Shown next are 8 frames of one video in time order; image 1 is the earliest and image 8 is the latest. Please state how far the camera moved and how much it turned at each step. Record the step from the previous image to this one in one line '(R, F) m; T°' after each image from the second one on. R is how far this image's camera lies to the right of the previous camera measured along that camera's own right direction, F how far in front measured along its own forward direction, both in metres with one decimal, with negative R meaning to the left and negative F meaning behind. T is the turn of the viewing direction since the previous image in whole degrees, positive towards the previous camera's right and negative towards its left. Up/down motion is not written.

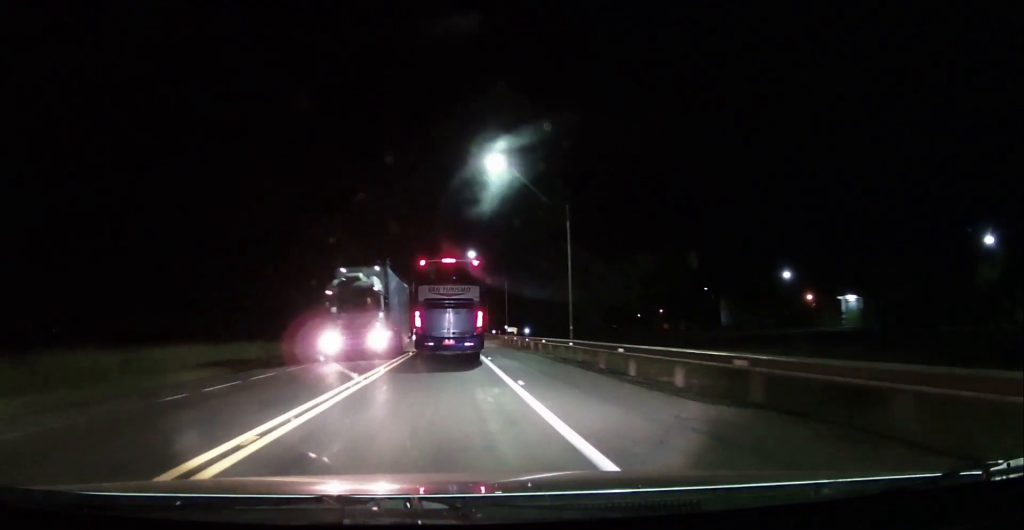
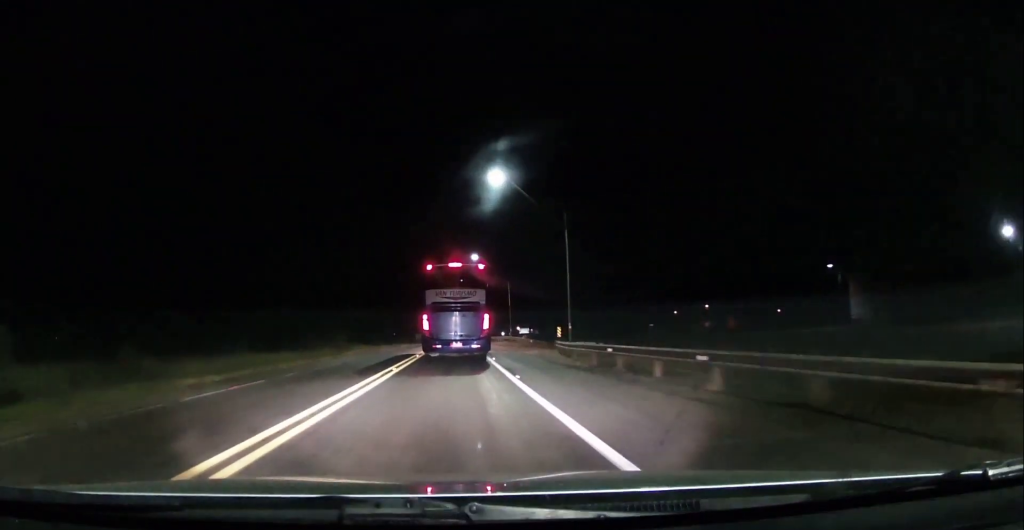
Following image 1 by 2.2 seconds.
(+0.4, +37.4) m; -1°
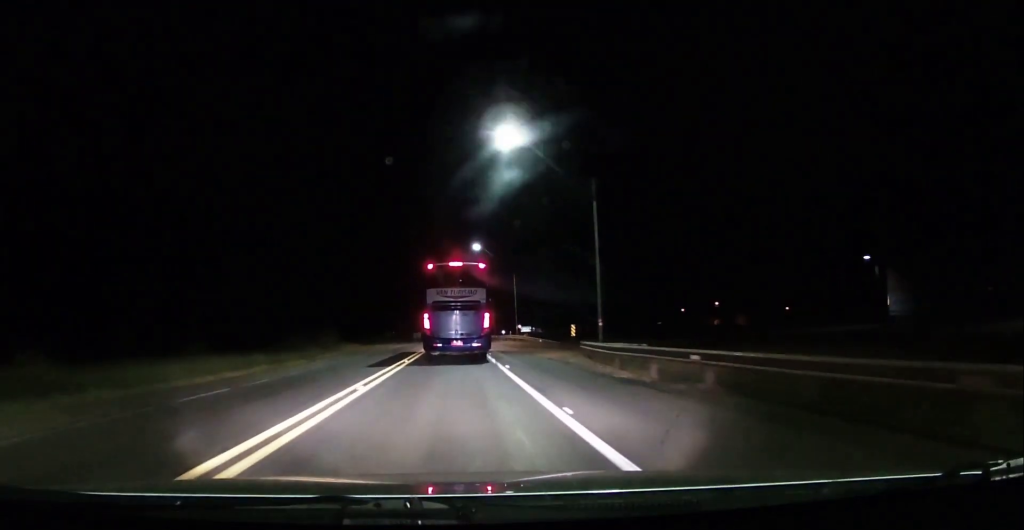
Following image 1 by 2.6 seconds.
(0.0, +7.5) m; 0°
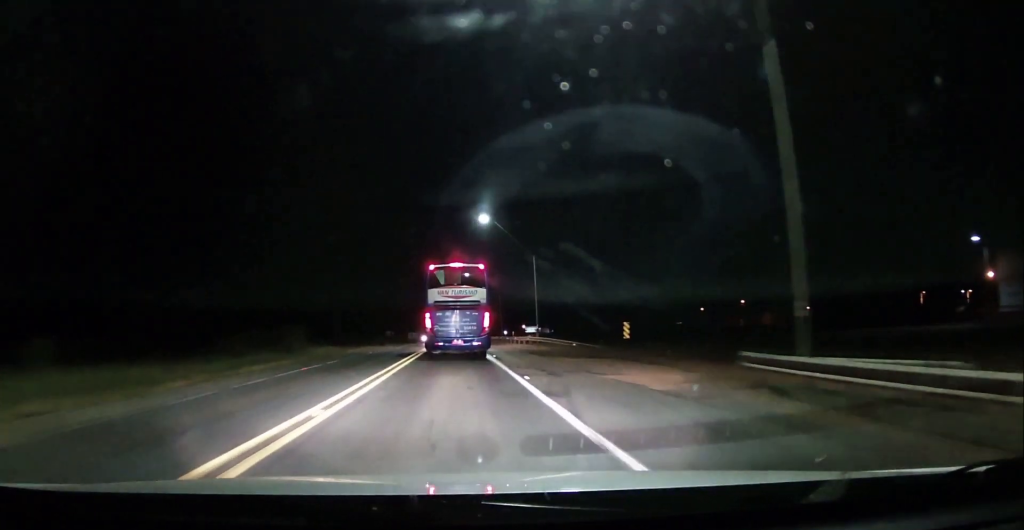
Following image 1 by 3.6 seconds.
(-0.1, +16.9) m; 0°
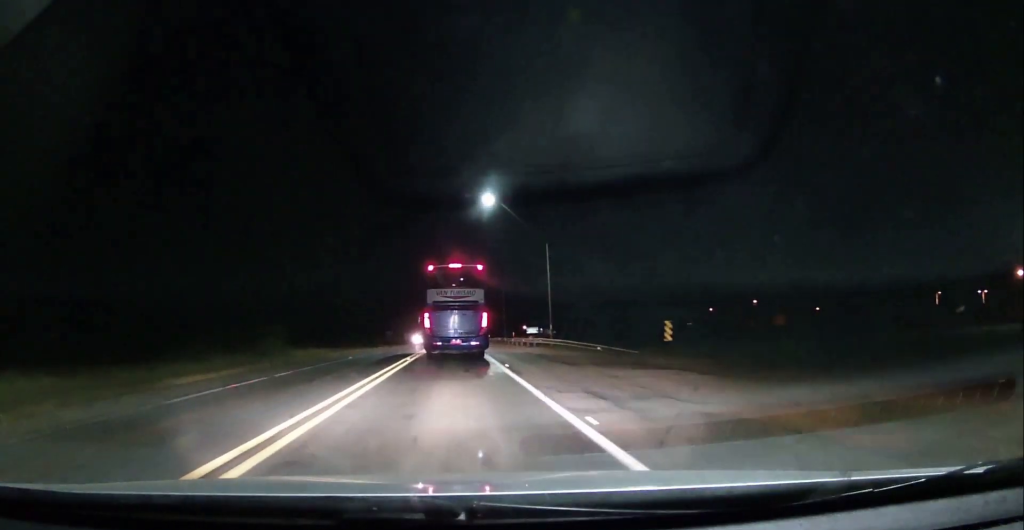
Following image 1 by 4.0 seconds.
(-0.2, +7.6) m; 0°
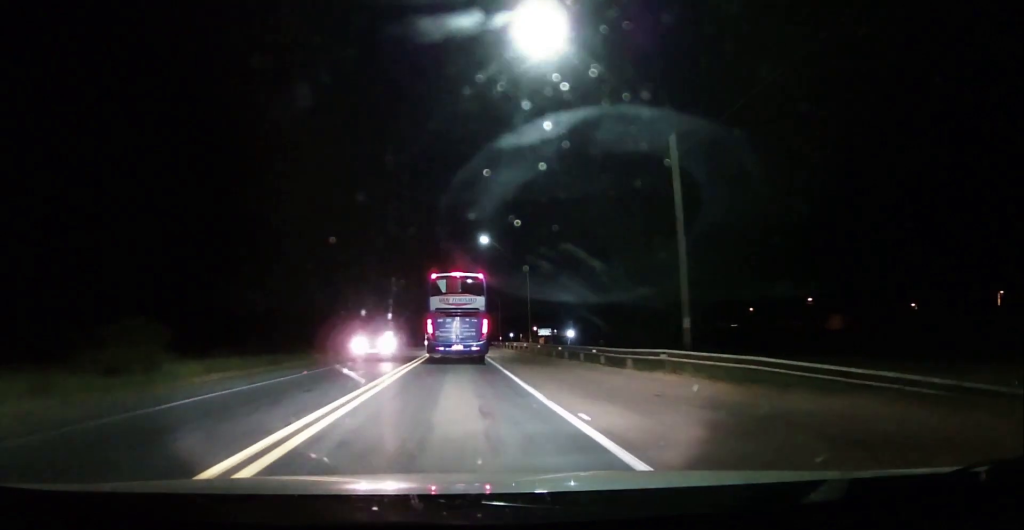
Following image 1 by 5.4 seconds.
(+0.3, +24.9) m; 0°
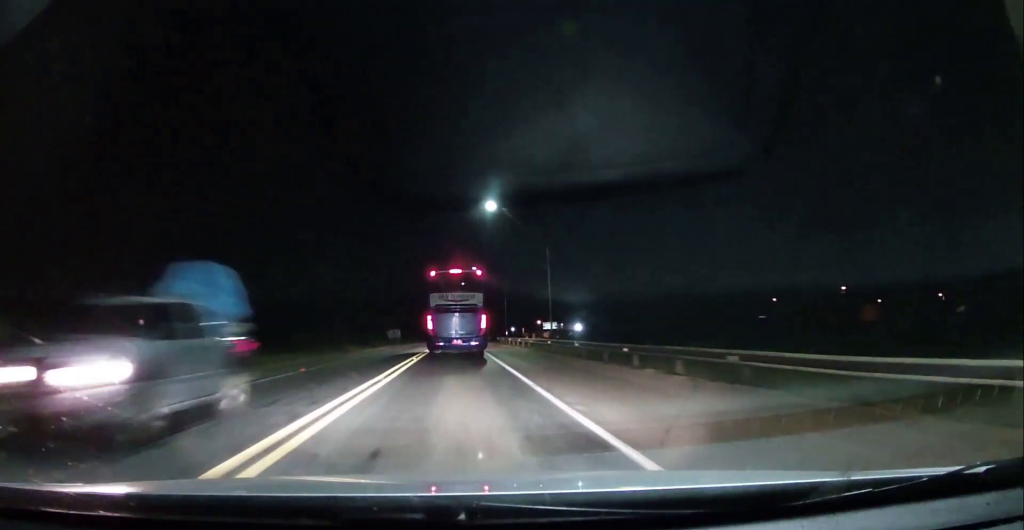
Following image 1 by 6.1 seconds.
(-0.2, +13.1) m; 0°
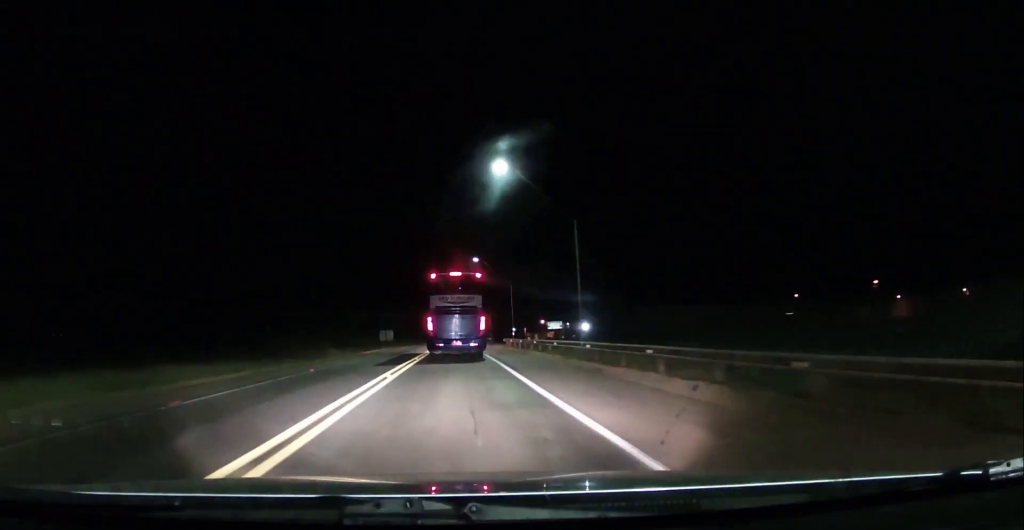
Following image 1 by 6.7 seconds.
(+0.2, +10.9) m; +1°
